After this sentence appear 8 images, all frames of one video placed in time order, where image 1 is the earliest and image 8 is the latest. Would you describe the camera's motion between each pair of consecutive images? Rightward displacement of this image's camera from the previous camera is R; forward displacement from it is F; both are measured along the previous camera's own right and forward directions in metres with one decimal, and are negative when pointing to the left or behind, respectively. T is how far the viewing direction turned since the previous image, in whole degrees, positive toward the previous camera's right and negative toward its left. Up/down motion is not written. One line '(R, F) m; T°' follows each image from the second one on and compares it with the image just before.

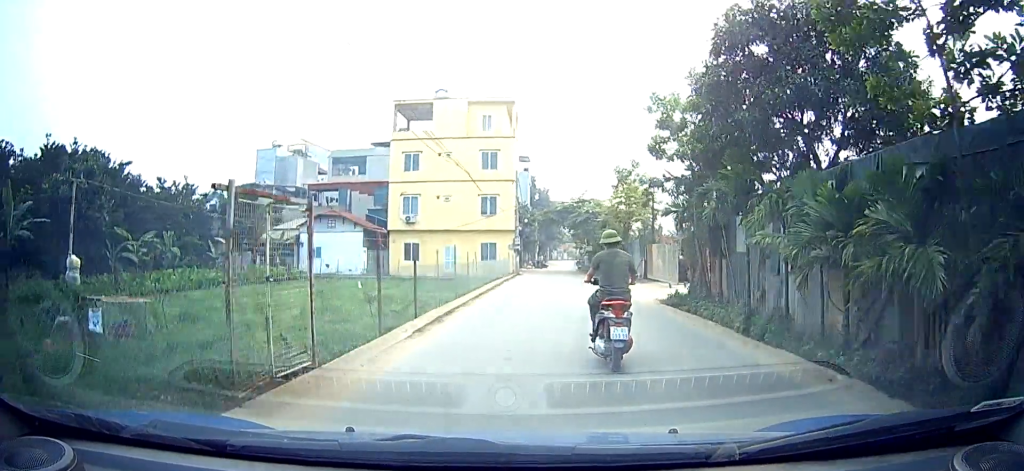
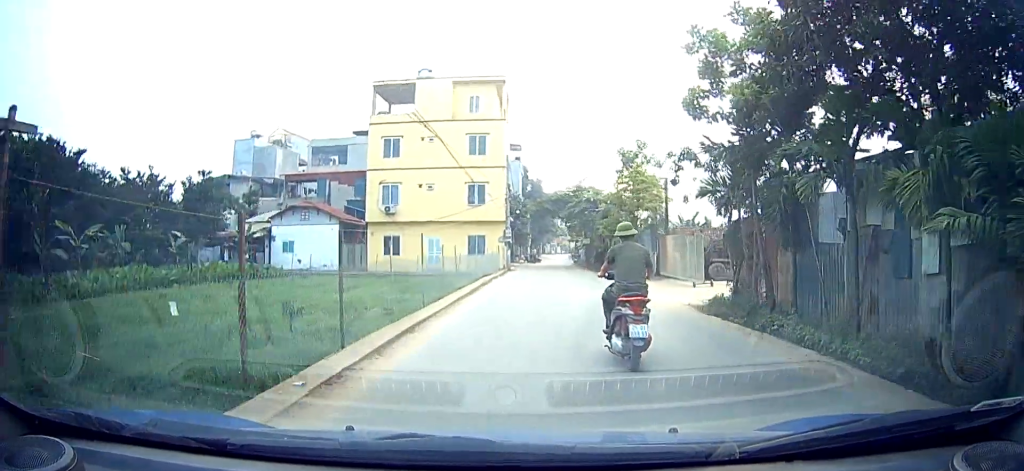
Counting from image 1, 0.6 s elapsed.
(-0.7, +3.9) m; -7°
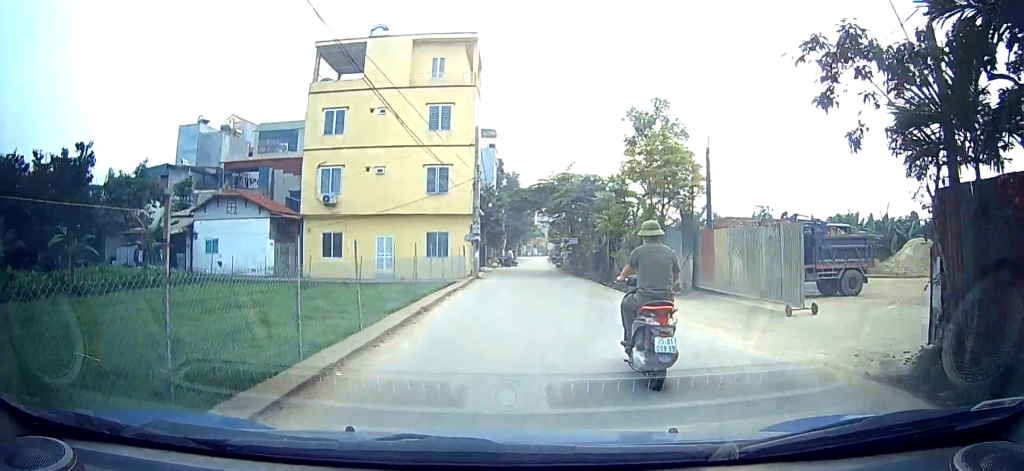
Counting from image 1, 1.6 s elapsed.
(-0.3, +7.5) m; 0°
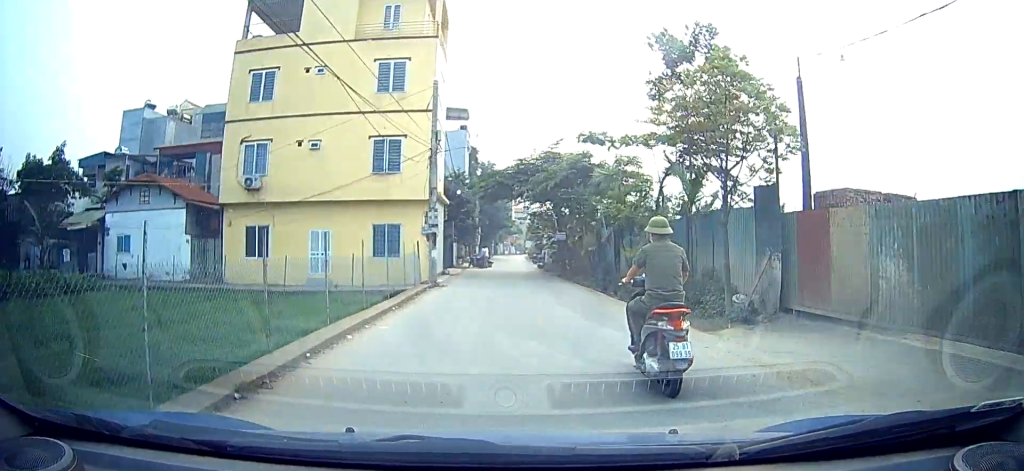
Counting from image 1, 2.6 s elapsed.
(+0.3, +7.6) m; +8°
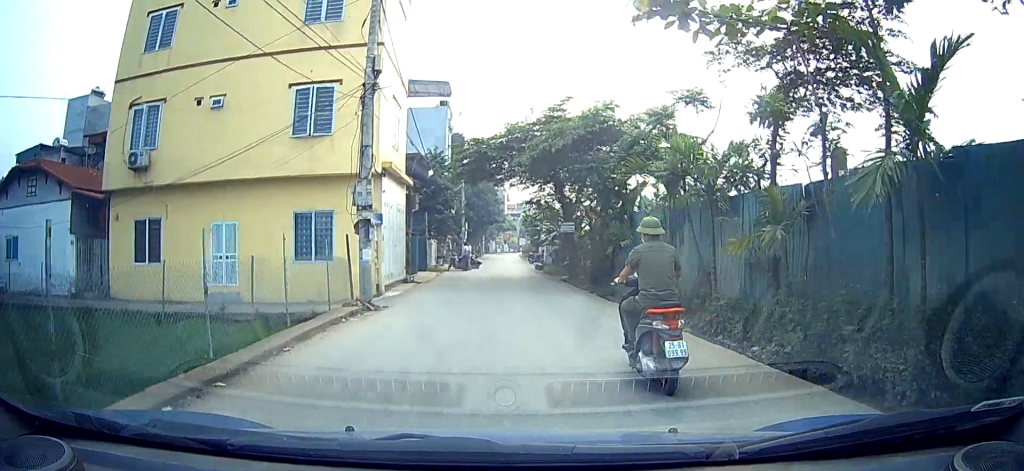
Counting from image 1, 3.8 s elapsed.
(+1.0, +9.0) m; -1°
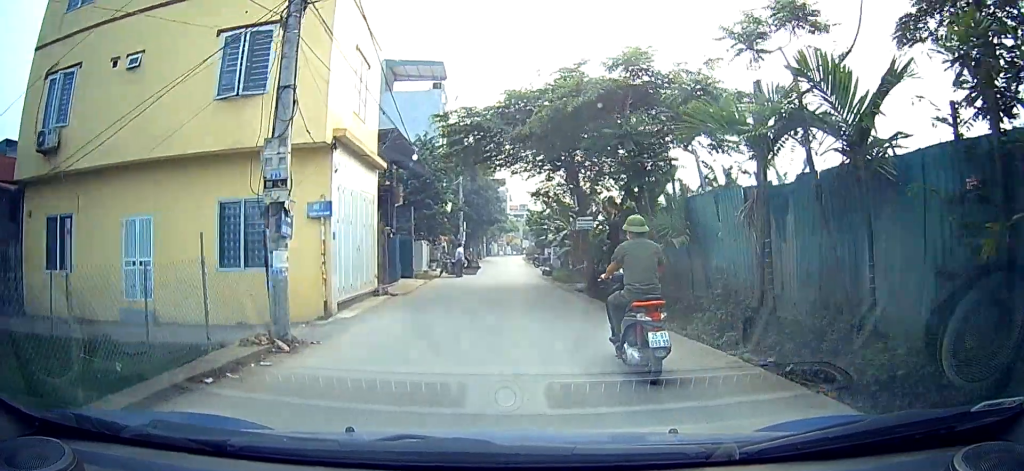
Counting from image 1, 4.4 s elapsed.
(-0.8, +5.7) m; -8°
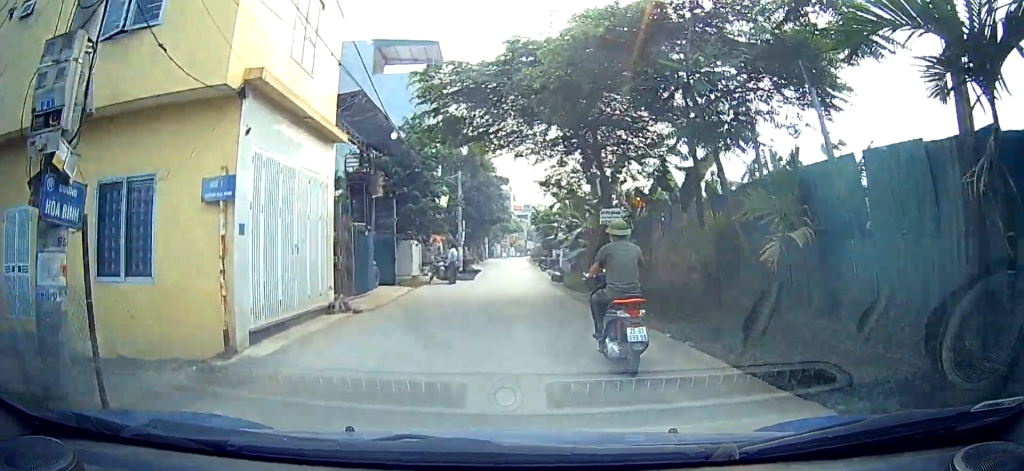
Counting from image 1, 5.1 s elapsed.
(-0.3, +5.4) m; -3°
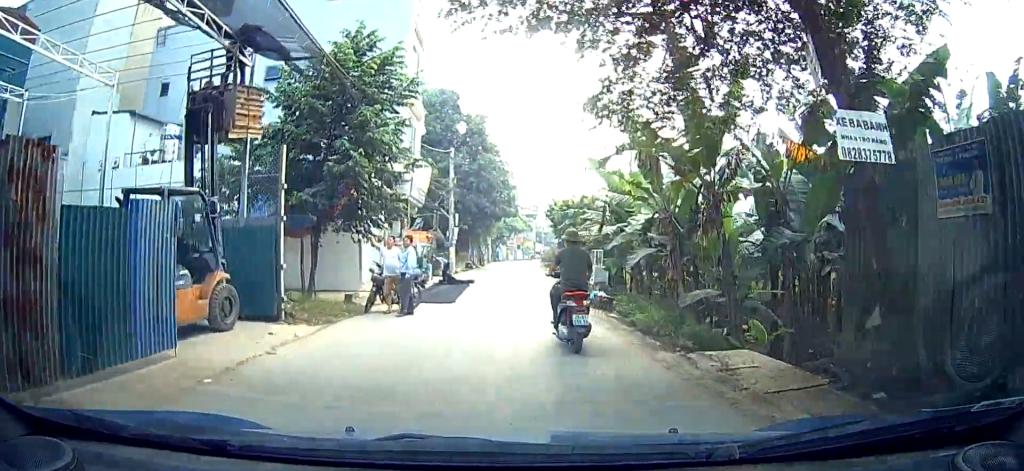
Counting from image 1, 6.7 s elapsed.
(+0.2, +10.9) m; +17°
